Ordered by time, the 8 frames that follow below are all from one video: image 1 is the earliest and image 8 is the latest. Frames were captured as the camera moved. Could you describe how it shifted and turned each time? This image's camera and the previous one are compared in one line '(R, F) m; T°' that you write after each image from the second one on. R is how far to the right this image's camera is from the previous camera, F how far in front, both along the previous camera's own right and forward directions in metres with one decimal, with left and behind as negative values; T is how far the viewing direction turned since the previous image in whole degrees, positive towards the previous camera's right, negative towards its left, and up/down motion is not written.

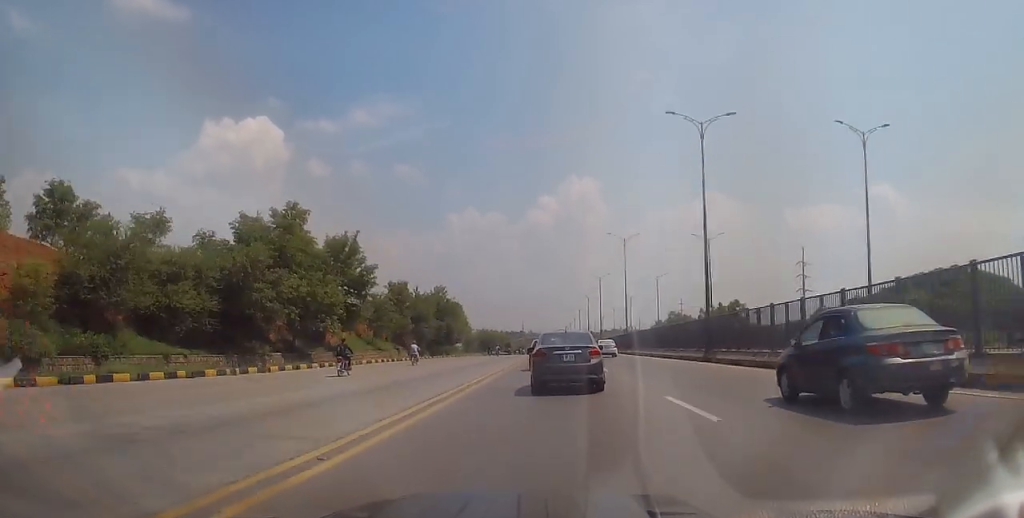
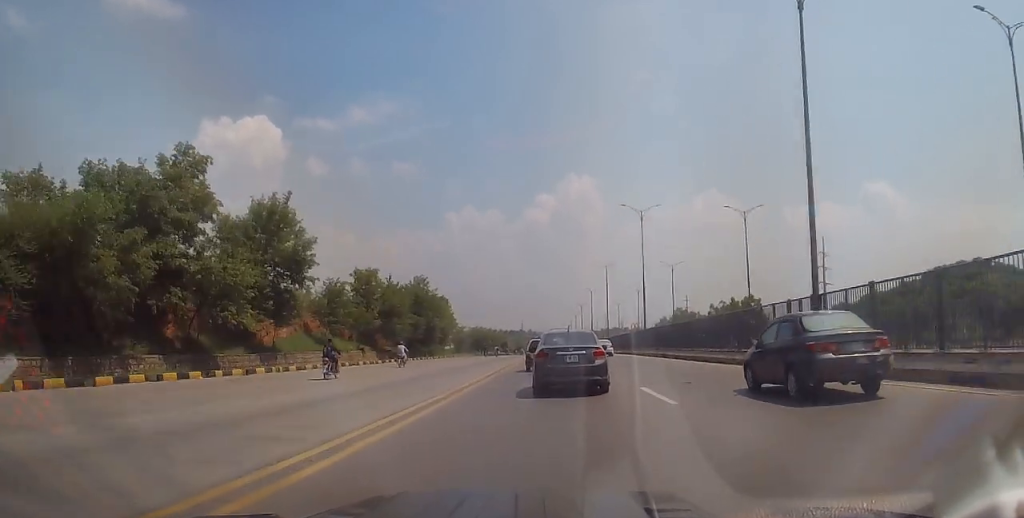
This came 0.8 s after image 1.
(-0.1, +13.5) m; -1°
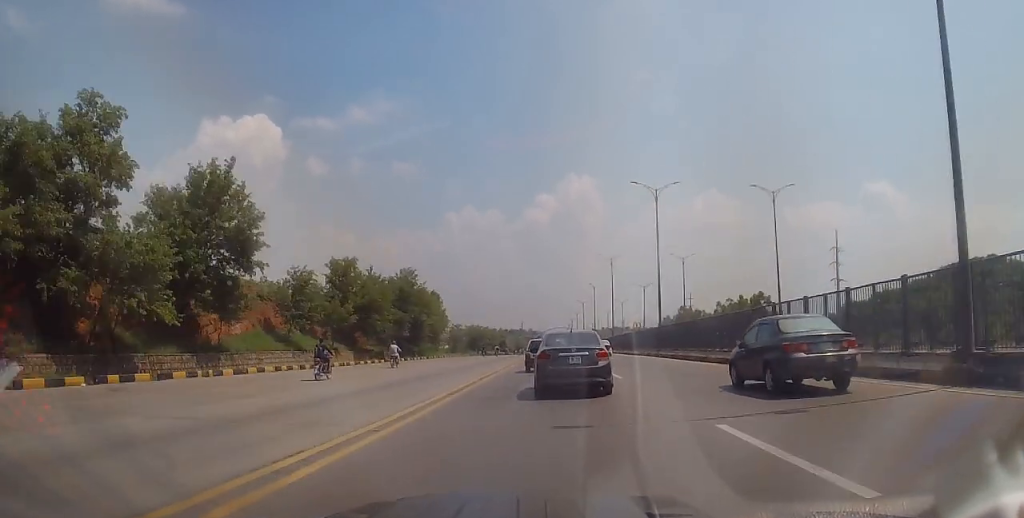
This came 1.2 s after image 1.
(+0.1, +7.4) m; -1°
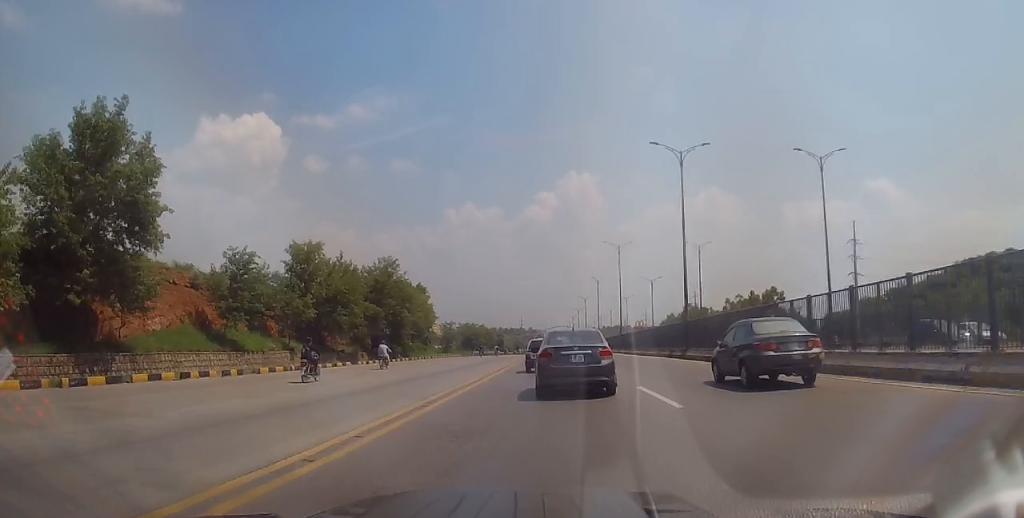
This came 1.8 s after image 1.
(-0.1, +9.1) m; -1°
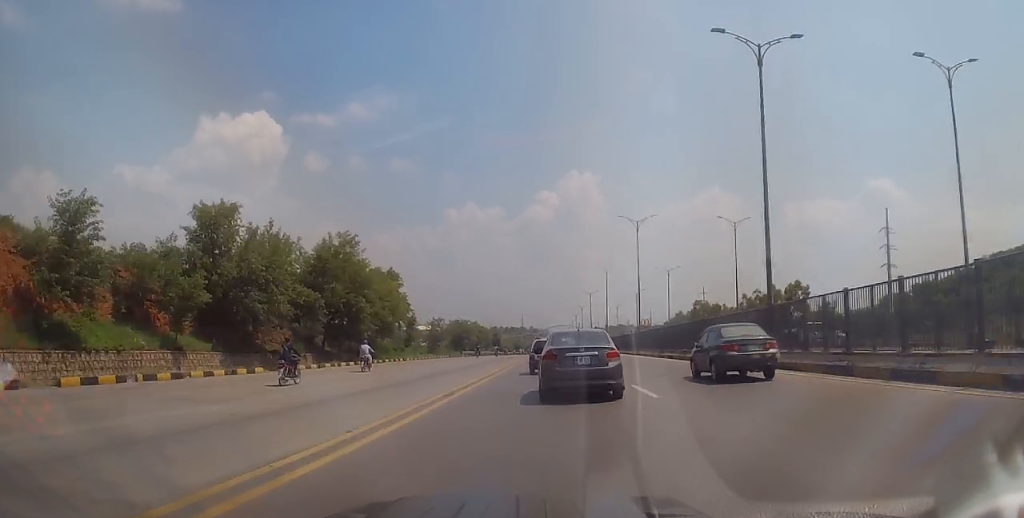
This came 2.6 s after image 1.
(-0.4, +14.3) m; 0°
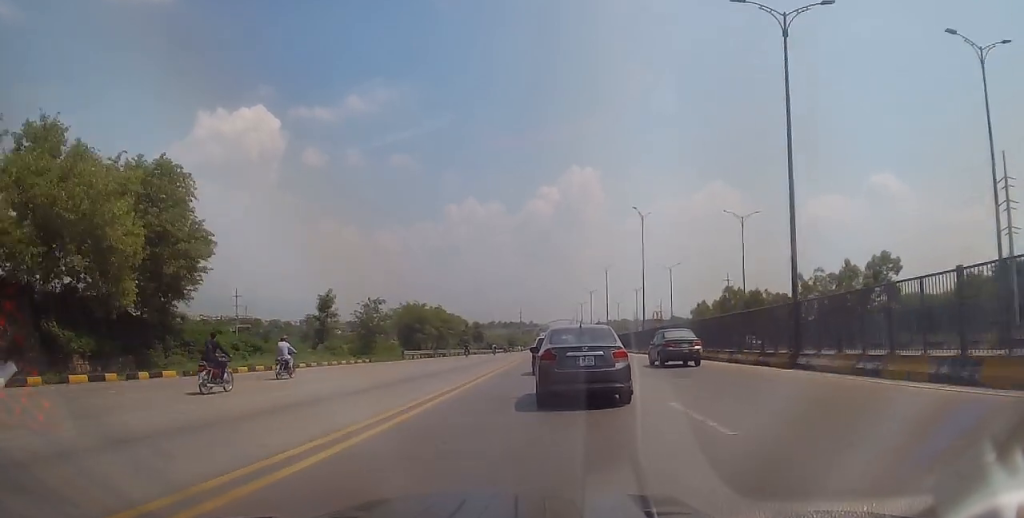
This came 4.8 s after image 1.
(+0.8, +37.5) m; +1°
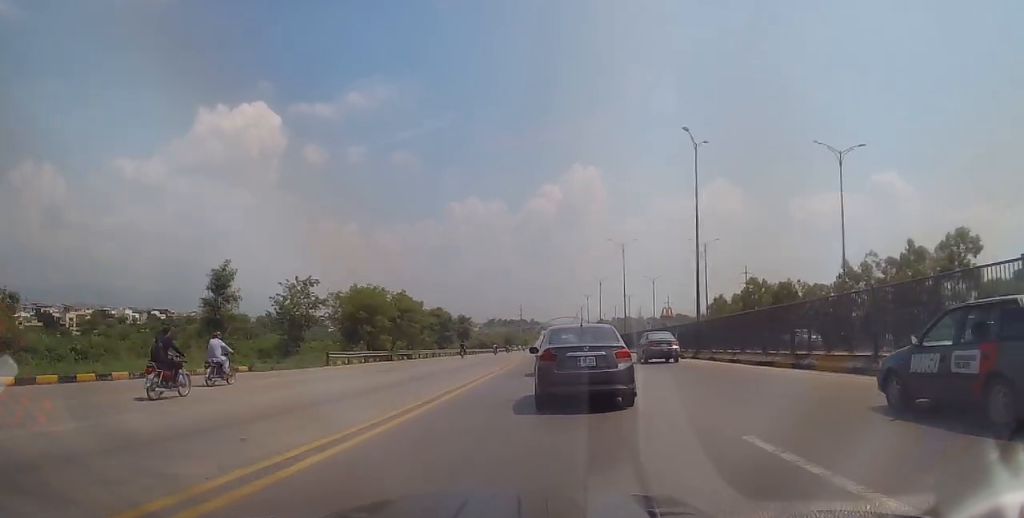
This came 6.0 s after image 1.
(+0.2, +20.2) m; +1°
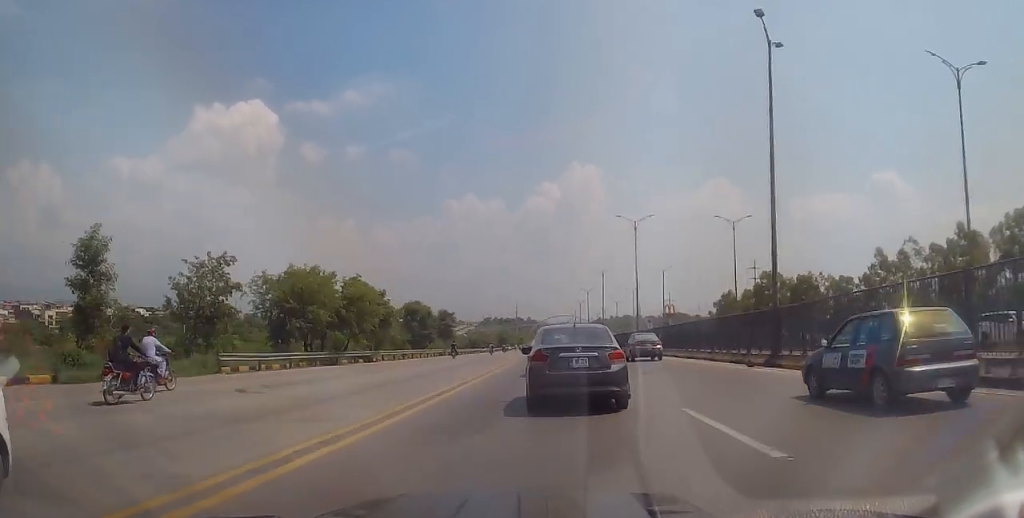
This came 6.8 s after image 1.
(+0.1, +13.0) m; 0°
